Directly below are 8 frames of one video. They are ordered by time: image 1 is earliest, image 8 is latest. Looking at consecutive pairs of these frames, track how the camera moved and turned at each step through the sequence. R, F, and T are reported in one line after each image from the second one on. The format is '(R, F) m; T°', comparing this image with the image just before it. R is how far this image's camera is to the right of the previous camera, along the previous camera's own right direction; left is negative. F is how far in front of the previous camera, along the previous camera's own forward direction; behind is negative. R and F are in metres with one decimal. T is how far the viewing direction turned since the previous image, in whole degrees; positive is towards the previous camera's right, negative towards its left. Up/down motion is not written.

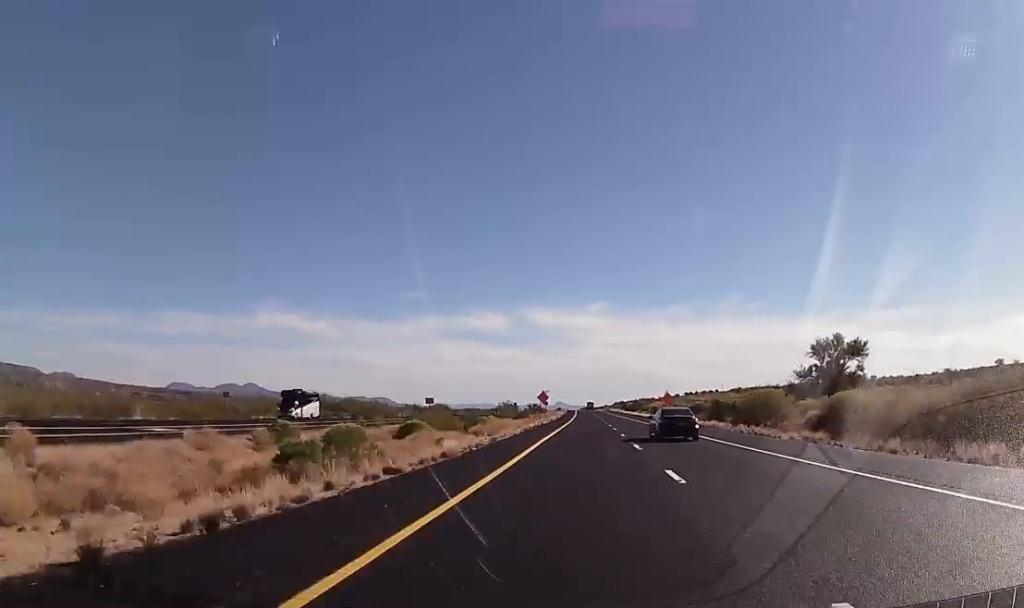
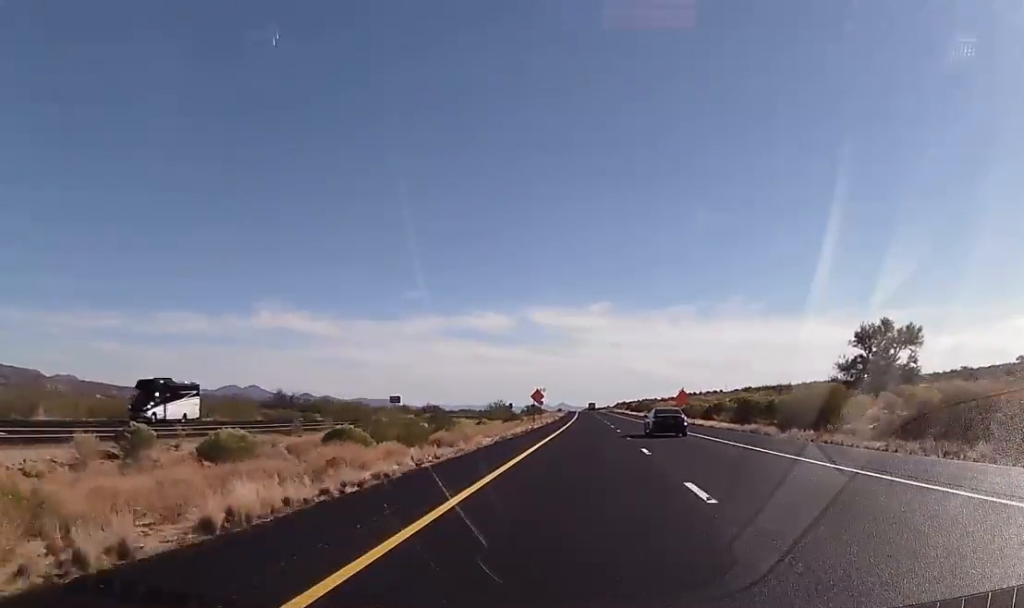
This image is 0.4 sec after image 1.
(0.0, +15.5) m; 0°
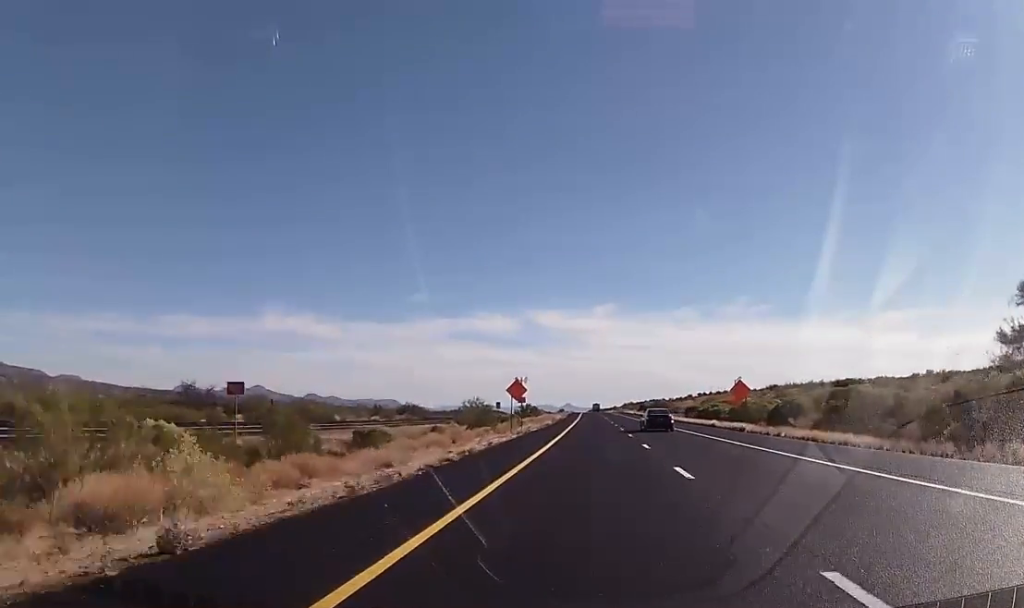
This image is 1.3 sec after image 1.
(+0.2, +32.0) m; 0°
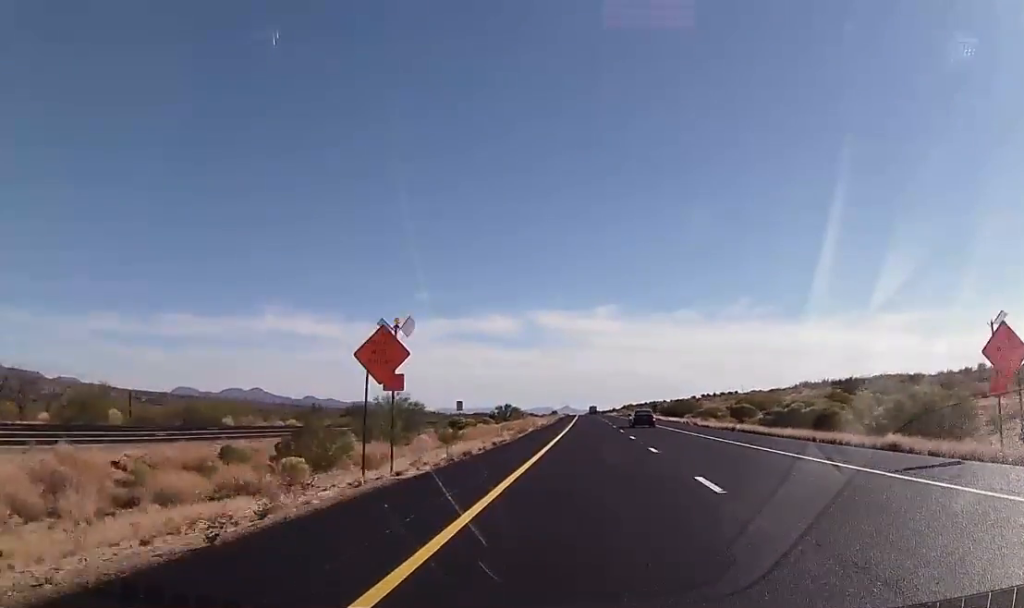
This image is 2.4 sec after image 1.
(-0.1, +39.0) m; 0°
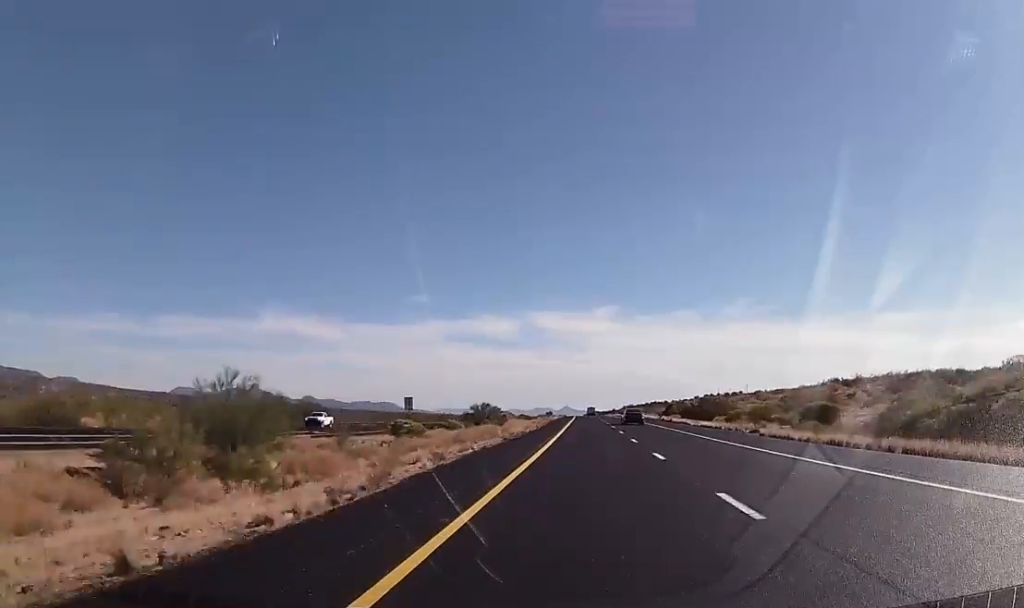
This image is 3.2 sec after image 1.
(-0.1, +27.2) m; 0°
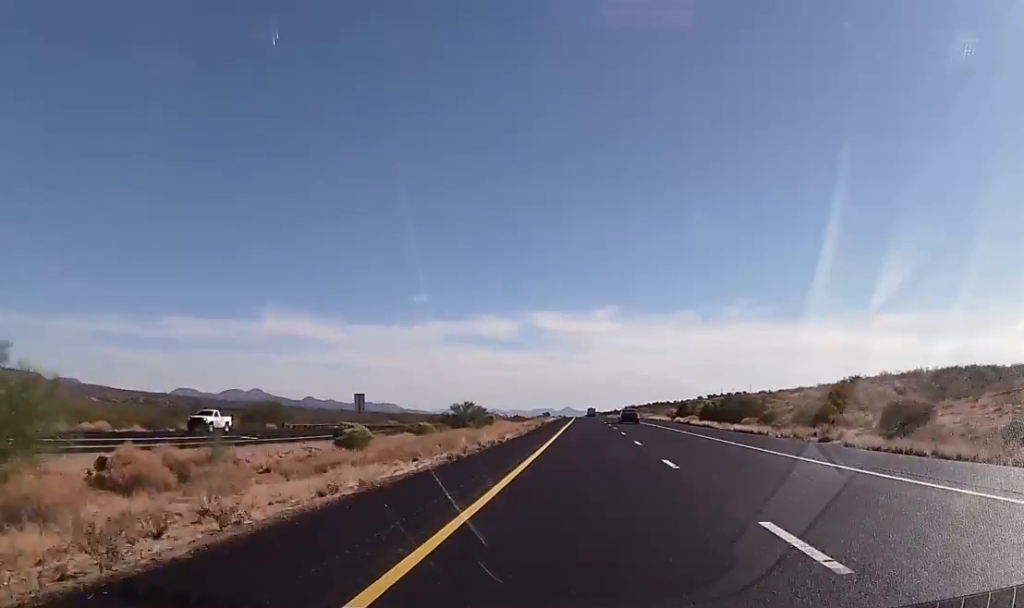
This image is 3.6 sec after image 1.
(0.0, +15.4) m; 0°
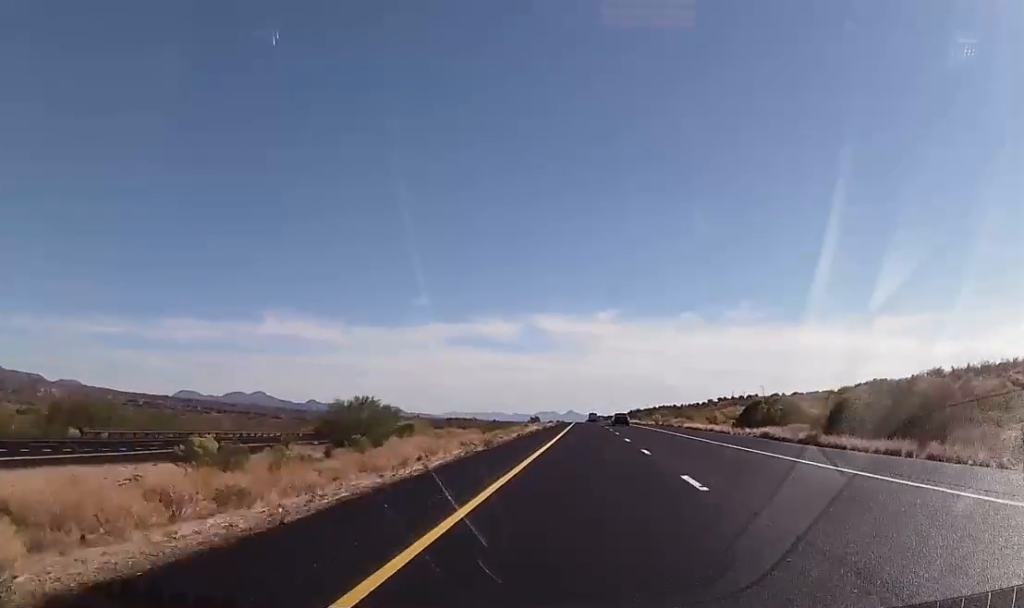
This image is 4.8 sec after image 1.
(-0.2, +41.4) m; 0°
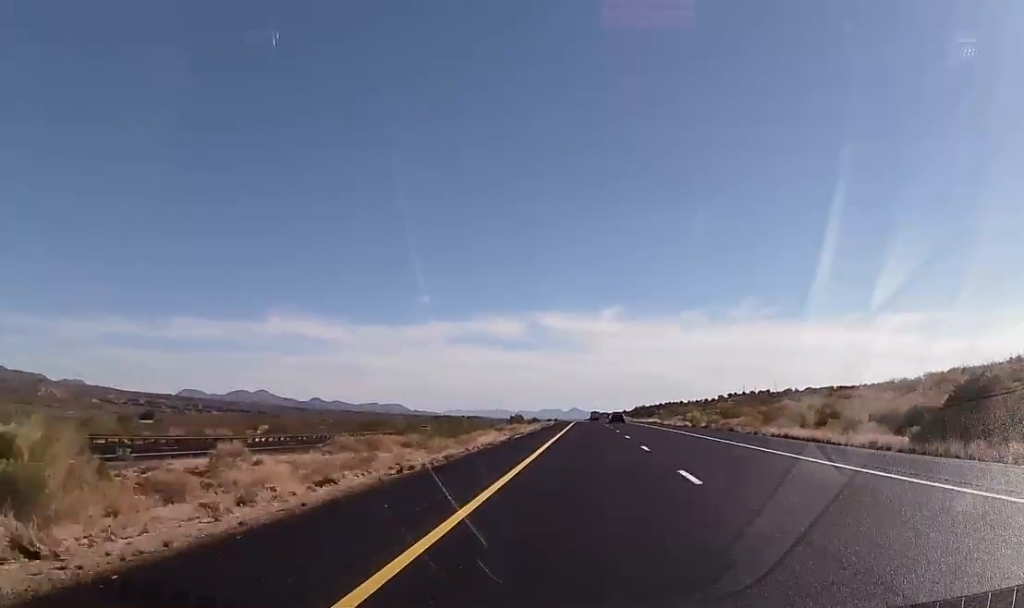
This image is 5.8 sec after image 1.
(+0.1, +35.6) m; 0°
